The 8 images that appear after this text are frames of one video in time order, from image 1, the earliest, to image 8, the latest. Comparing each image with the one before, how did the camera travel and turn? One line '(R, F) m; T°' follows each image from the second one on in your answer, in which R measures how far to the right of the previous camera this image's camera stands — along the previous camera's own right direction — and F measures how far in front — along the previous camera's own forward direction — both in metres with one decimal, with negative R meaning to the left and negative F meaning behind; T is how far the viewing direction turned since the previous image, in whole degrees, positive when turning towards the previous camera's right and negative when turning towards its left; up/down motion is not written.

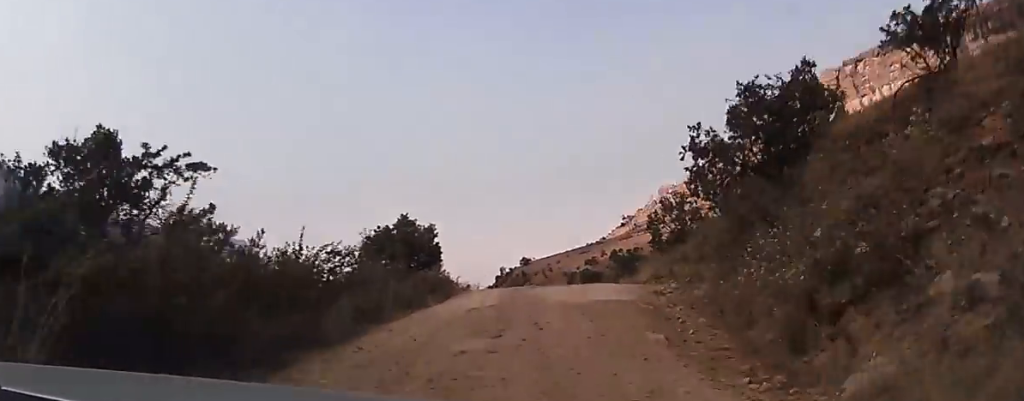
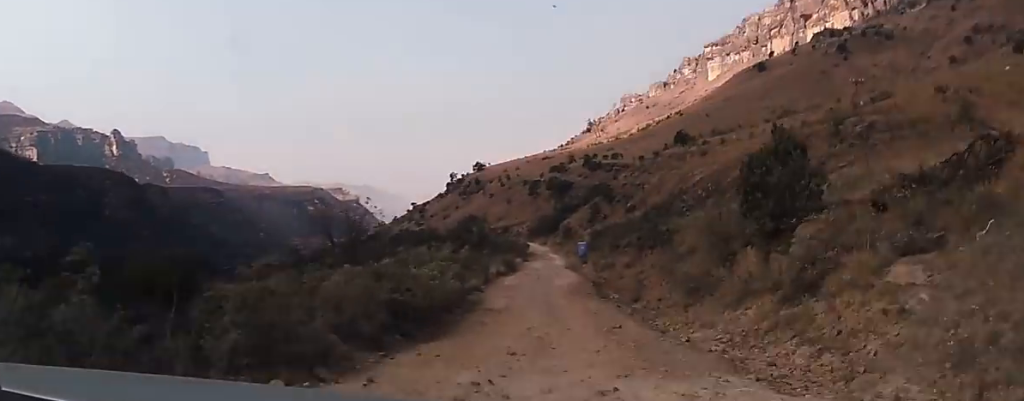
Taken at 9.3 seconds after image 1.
(+3.5, +41.9) m; +8°
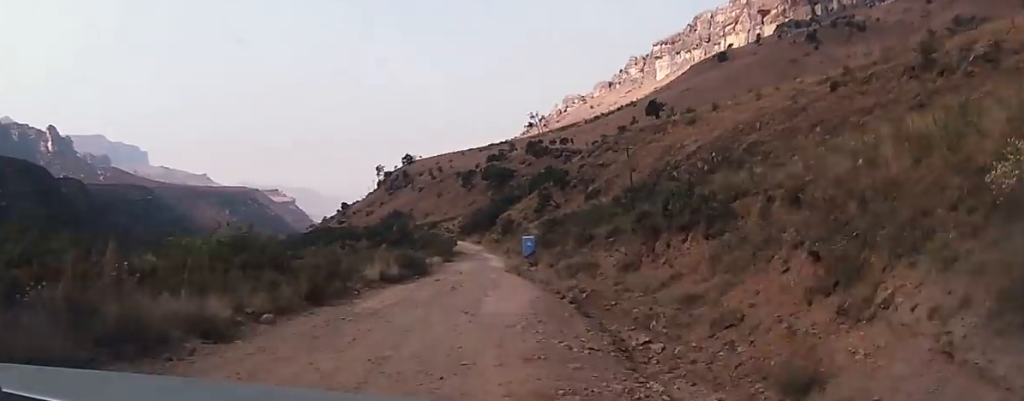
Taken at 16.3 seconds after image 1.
(+1.4, +31.2) m; +2°
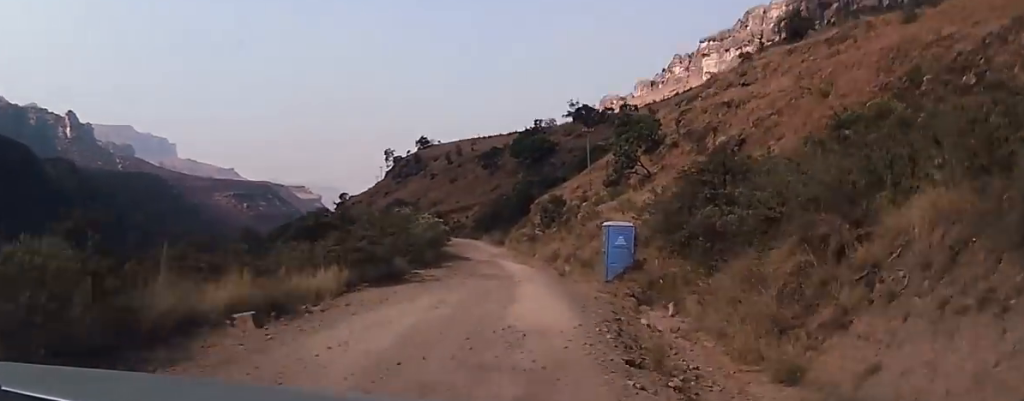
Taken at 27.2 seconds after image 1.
(-0.6, +52.1) m; -3°
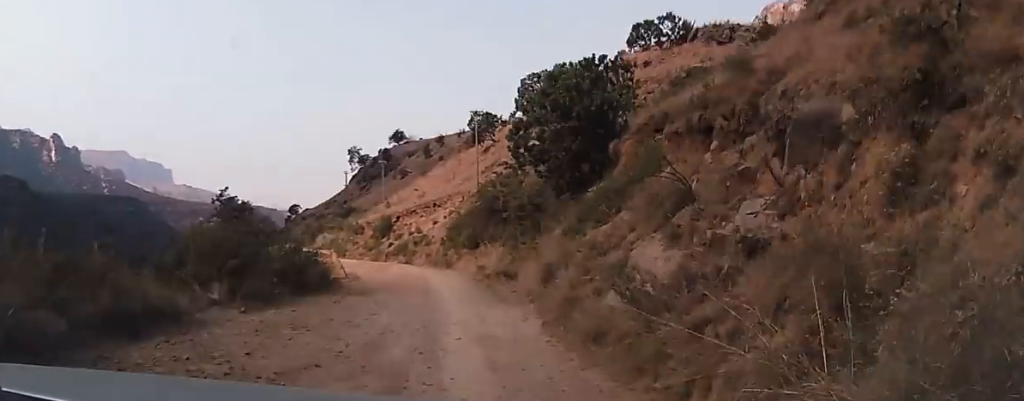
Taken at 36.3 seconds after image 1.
(-1.6, +47.6) m; -11°
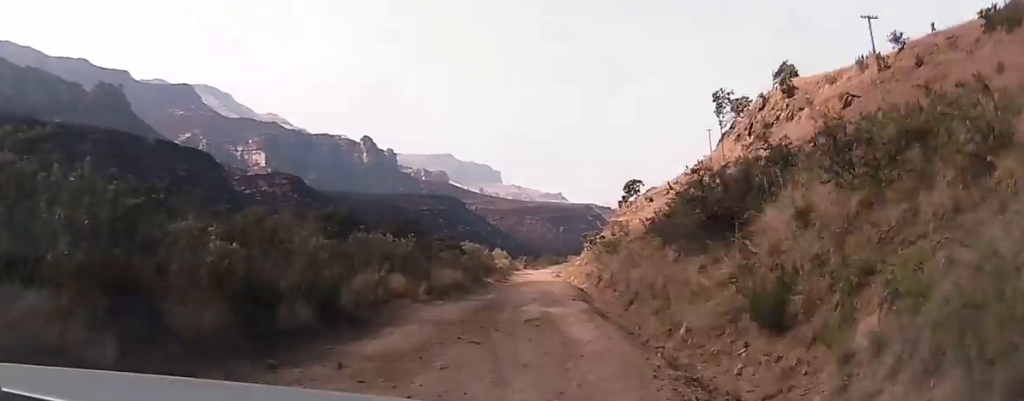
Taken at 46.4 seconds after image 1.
(-9.0, +54.6) m; -11°
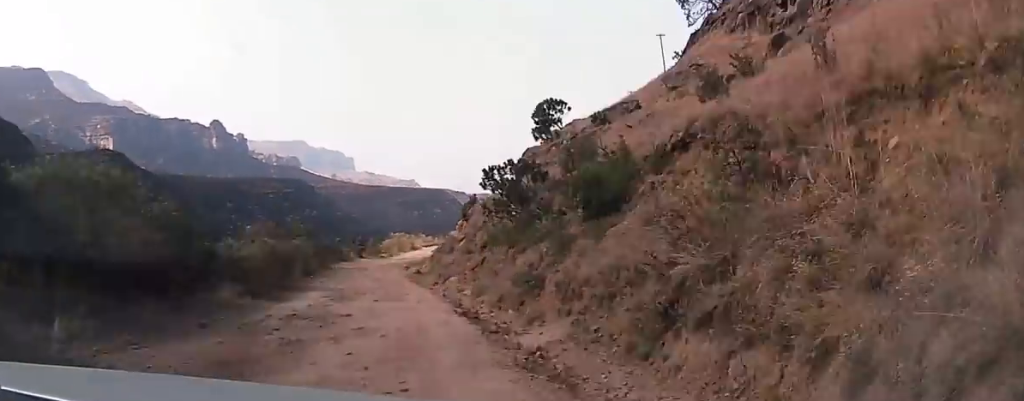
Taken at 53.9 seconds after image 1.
(+1.2, +40.4) m; 0°
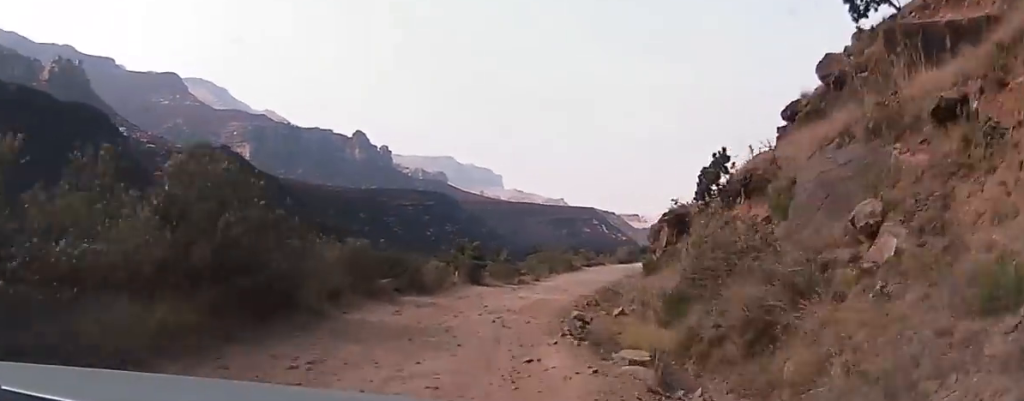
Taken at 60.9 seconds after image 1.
(-1.2, +36.6) m; +3°
